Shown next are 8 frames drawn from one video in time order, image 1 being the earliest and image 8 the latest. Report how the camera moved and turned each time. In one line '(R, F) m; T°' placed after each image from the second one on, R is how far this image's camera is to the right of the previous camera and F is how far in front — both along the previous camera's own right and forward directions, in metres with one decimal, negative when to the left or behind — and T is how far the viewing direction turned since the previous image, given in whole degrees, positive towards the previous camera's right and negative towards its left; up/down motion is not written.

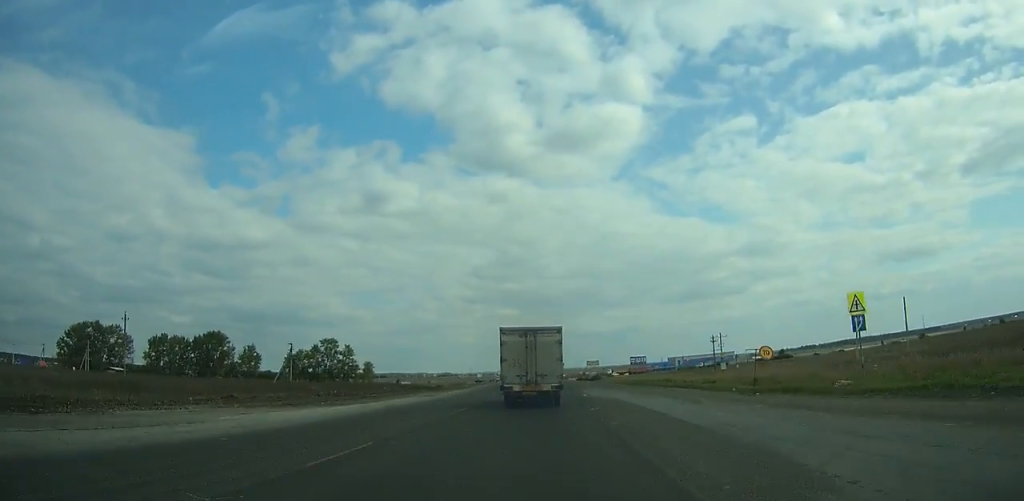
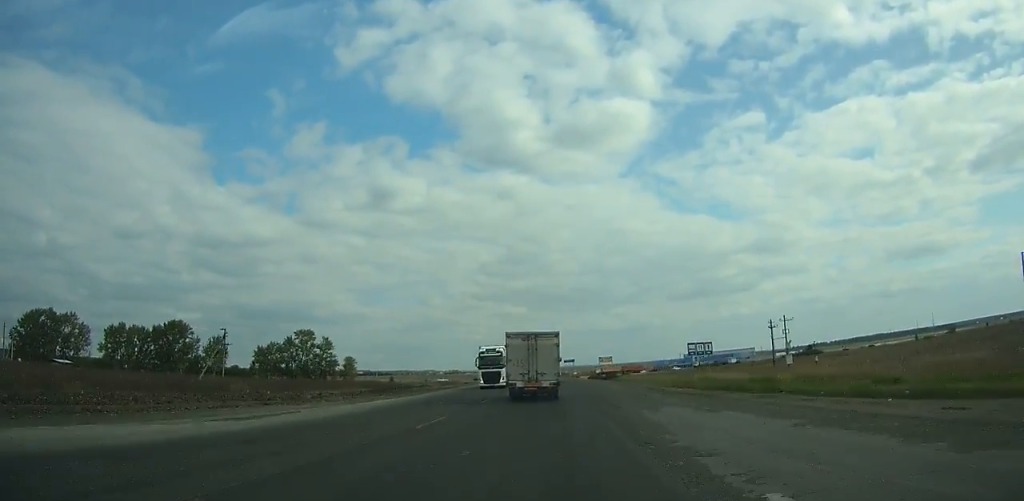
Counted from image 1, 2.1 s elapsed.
(0.0, +29.2) m; 0°
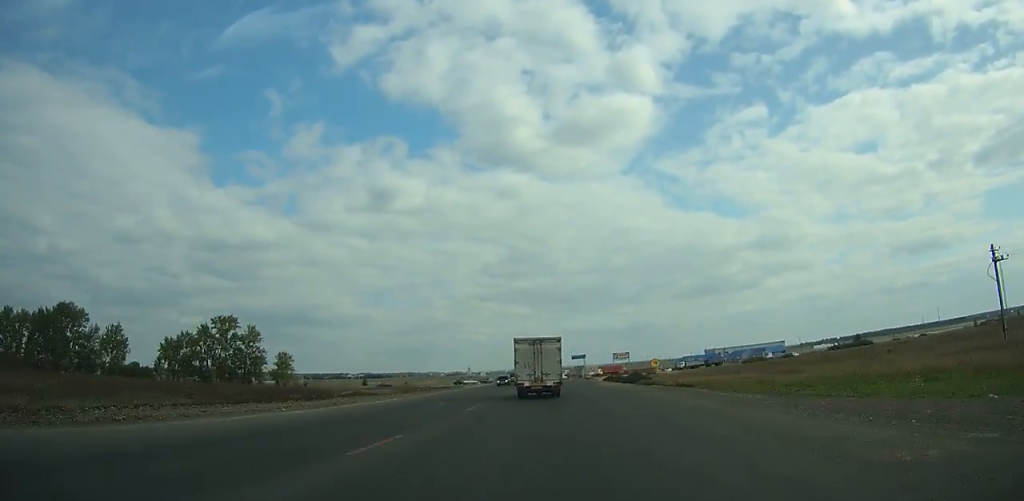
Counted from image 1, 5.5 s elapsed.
(-0.3, +50.0) m; -1°
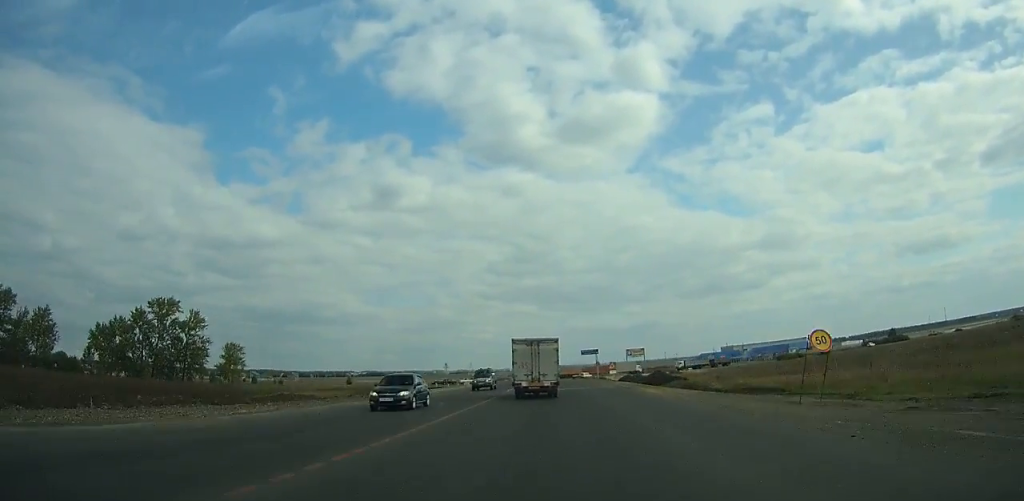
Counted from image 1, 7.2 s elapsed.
(-0.1, +26.0) m; -1°
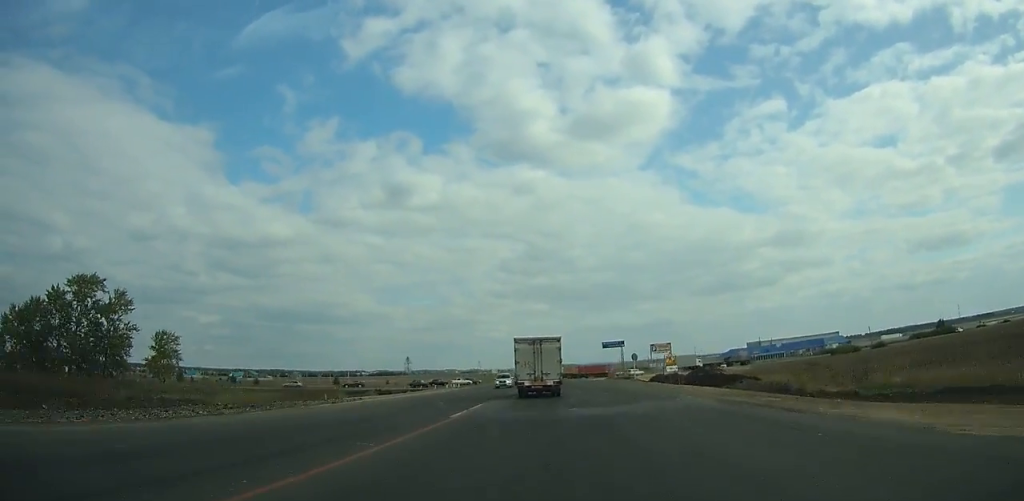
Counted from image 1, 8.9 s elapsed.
(-0.1, +26.8) m; 0°
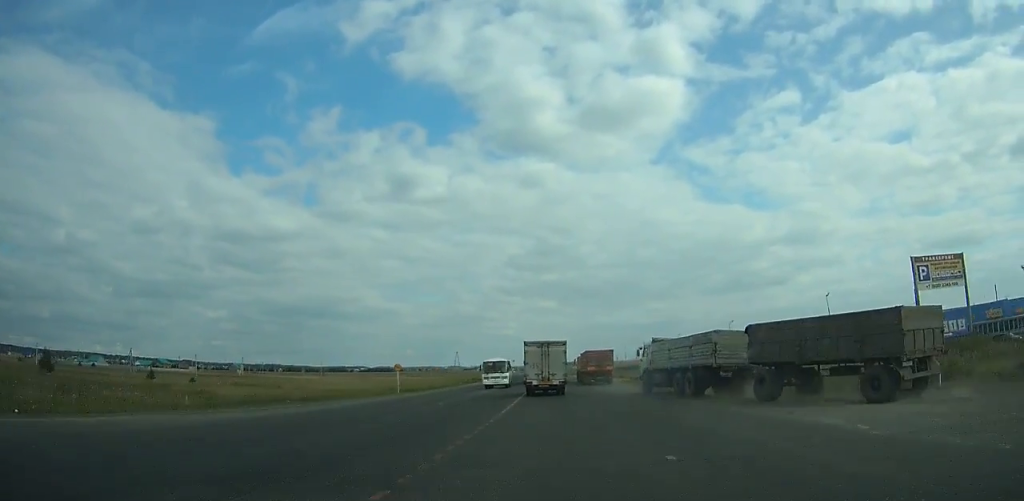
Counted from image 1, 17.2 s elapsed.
(-2.6, +134.6) m; -2°
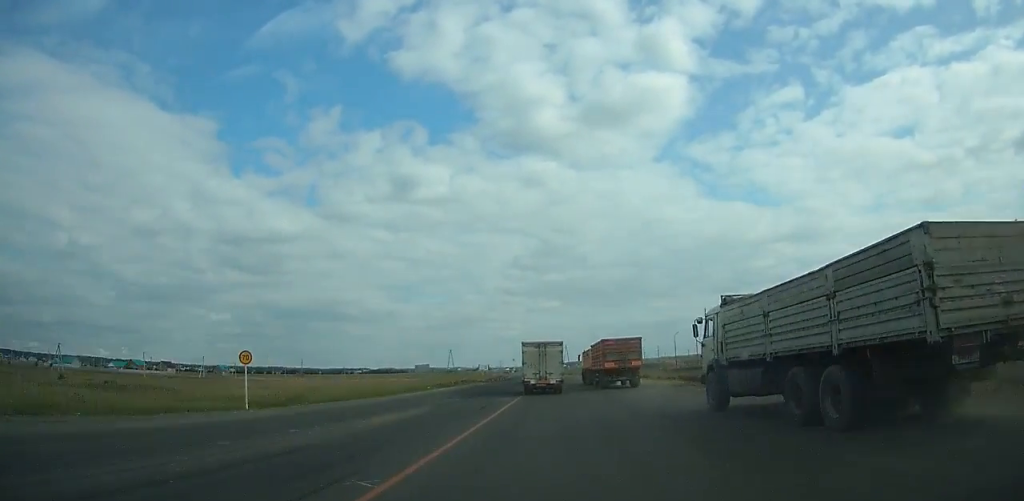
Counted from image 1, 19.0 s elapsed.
(+0.1, +29.8) m; 0°
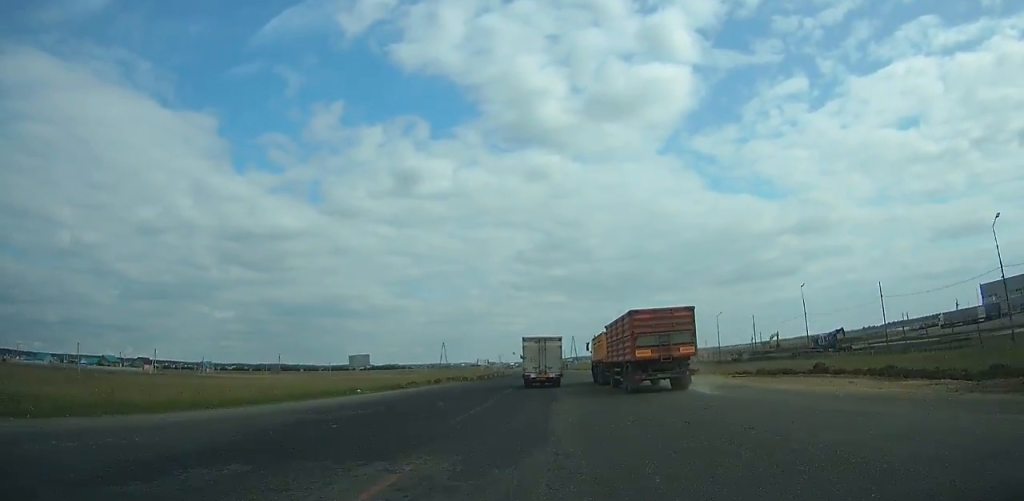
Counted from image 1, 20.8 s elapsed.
(0.0, +30.1) m; 0°
